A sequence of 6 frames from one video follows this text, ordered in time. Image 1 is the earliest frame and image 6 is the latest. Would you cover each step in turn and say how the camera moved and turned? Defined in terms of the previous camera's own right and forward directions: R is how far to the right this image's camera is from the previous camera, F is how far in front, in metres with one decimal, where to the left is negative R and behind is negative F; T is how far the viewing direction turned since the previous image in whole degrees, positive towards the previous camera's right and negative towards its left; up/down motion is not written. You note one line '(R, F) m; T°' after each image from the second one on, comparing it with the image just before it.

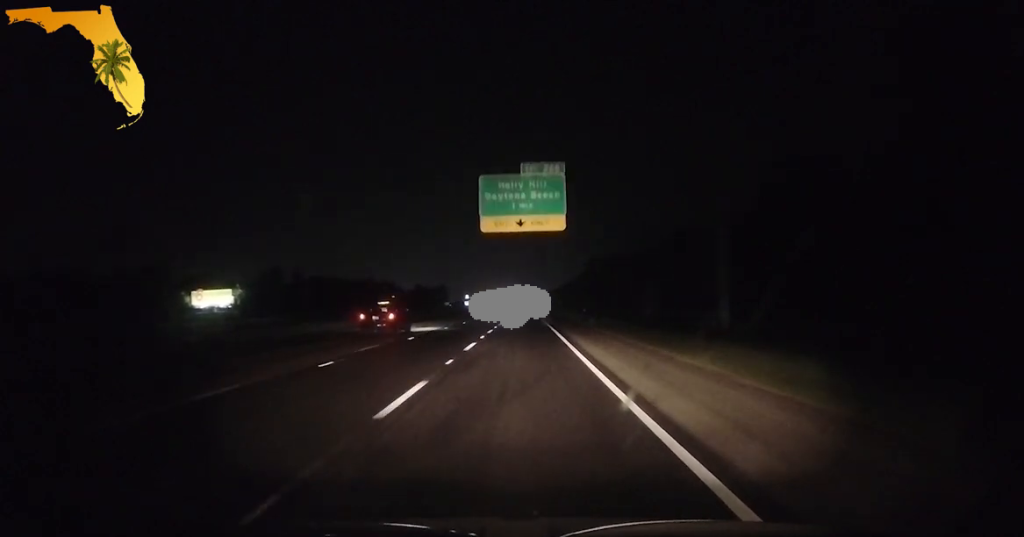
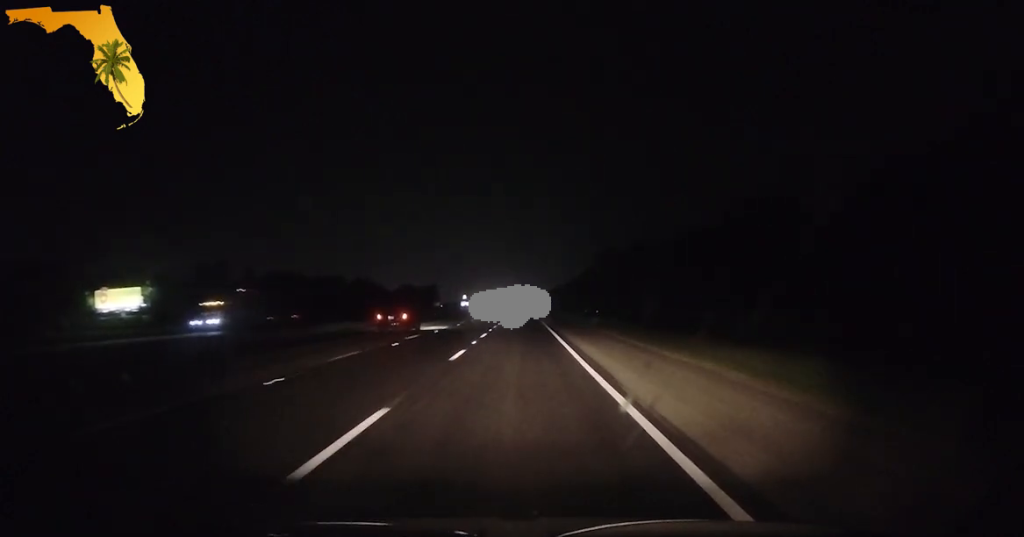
(0.0, +39.6) m; 0°
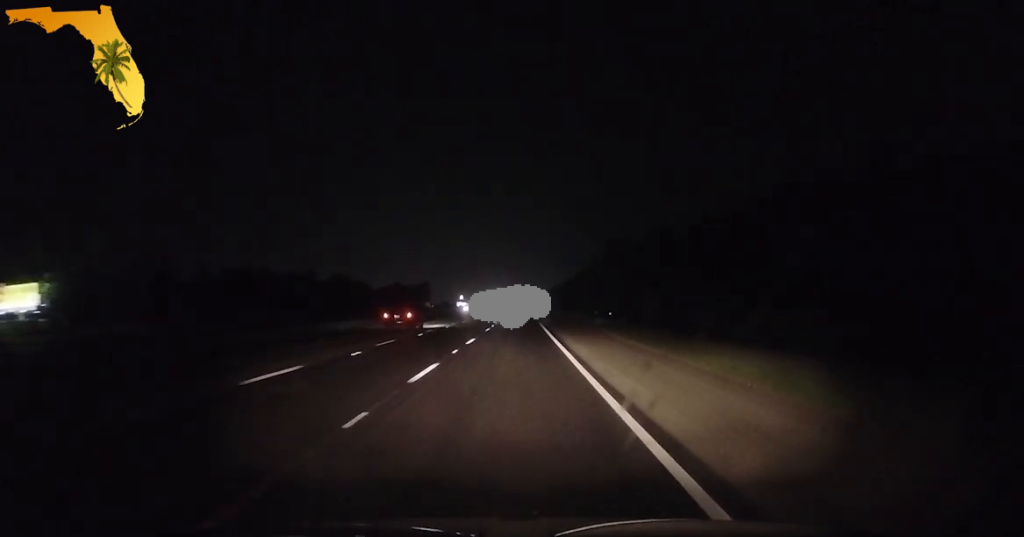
(+0.2, +29.8) m; +1°
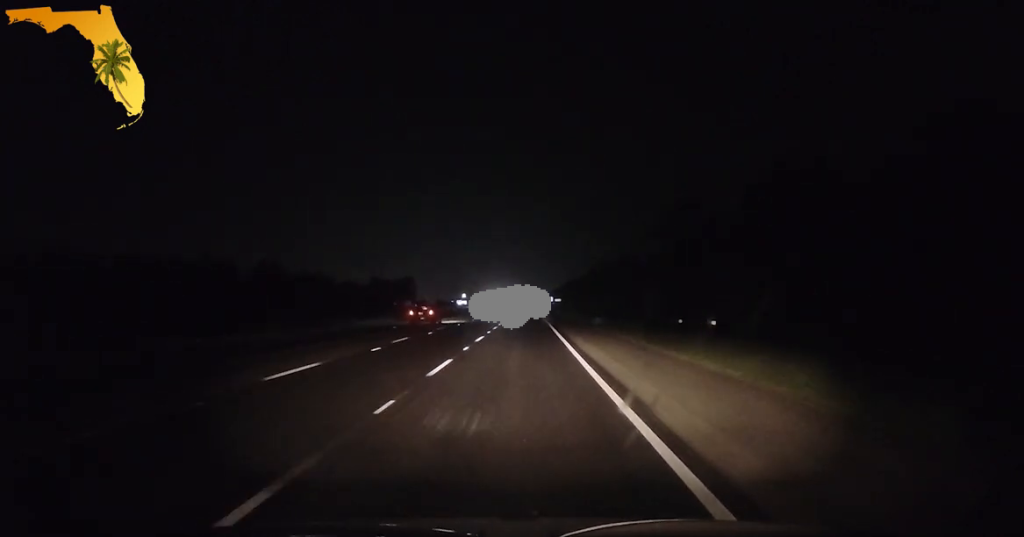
(-0.4, +72.7) m; -1°
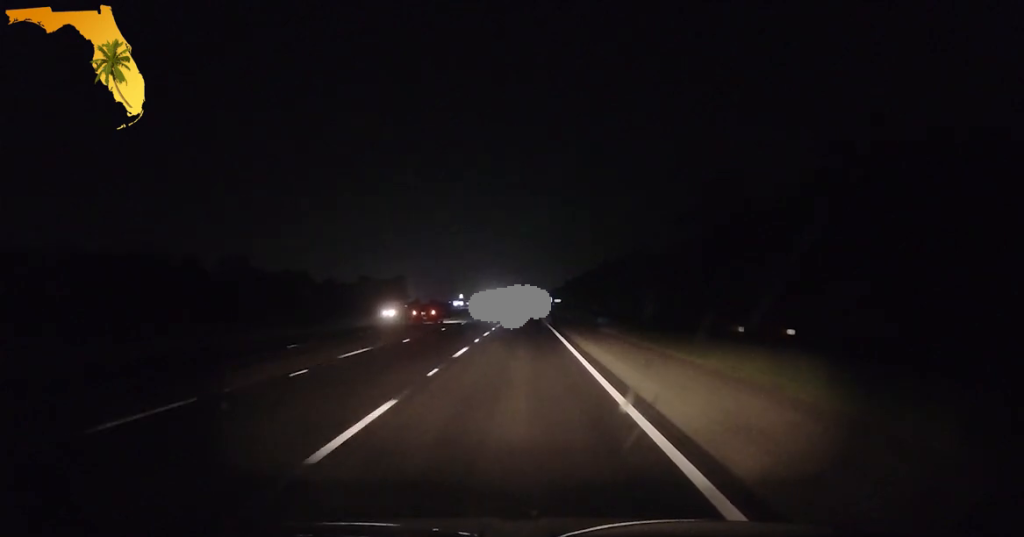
(0.0, +19.5) m; 0°
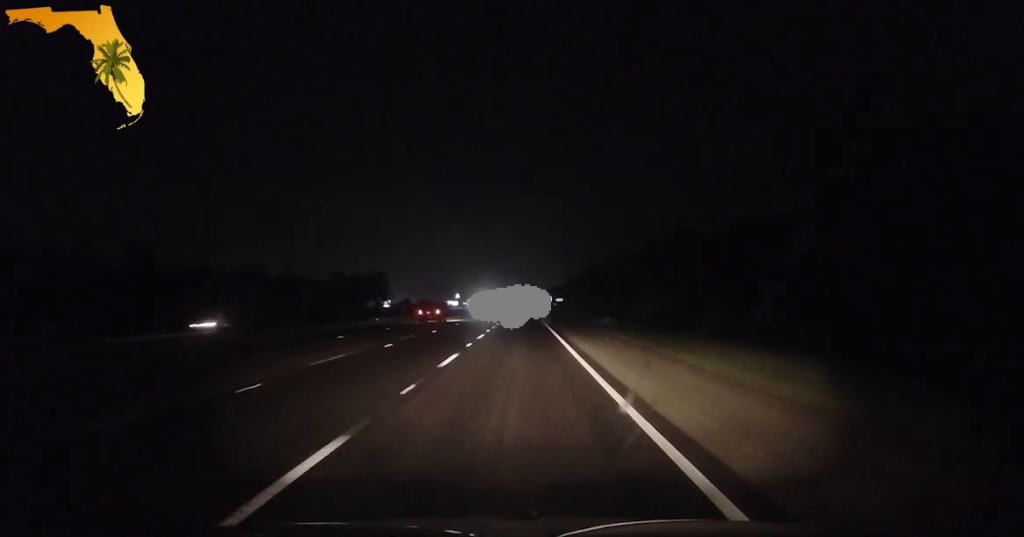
(+0.3, +39.1) m; 0°
